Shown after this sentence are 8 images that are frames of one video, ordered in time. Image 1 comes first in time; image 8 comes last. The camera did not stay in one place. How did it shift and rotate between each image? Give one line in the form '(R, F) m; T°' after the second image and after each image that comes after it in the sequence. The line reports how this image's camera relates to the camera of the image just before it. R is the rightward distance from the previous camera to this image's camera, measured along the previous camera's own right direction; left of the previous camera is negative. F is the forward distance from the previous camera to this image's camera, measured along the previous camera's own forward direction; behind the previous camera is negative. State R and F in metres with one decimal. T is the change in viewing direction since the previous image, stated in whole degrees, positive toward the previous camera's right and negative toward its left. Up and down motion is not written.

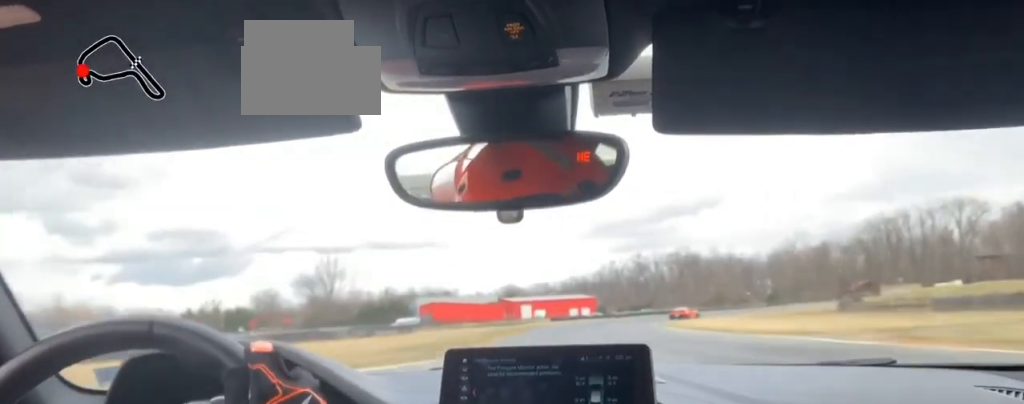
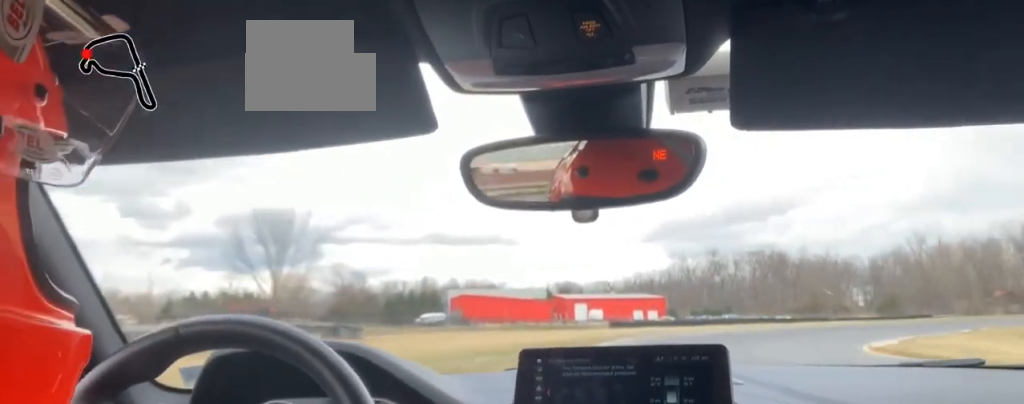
(-2.2, +46.5) m; -2°
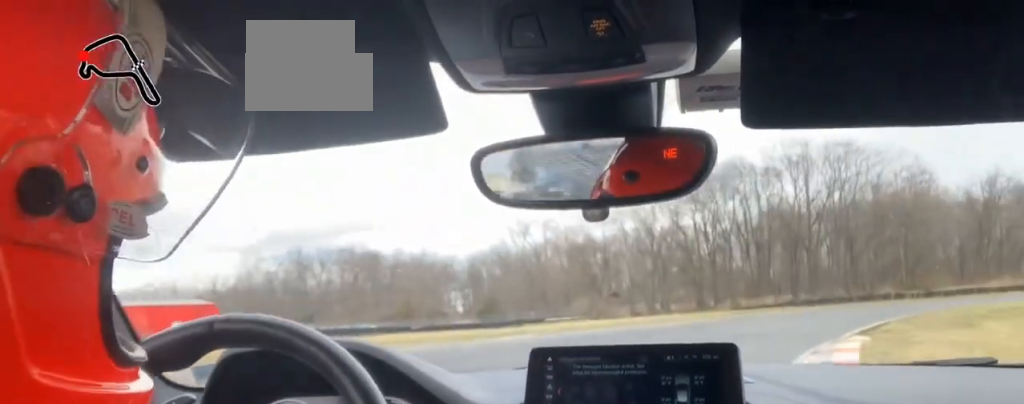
(+3.5, +49.8) m; +19°
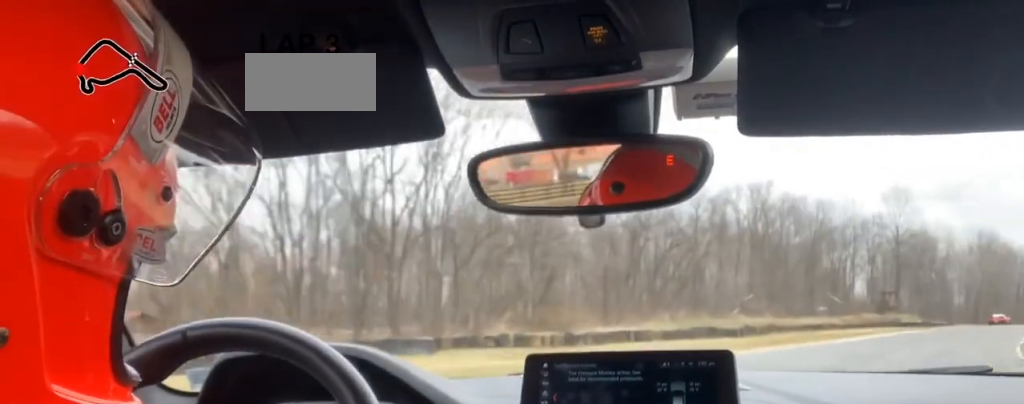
(+10.5, +48.7) m; +21°
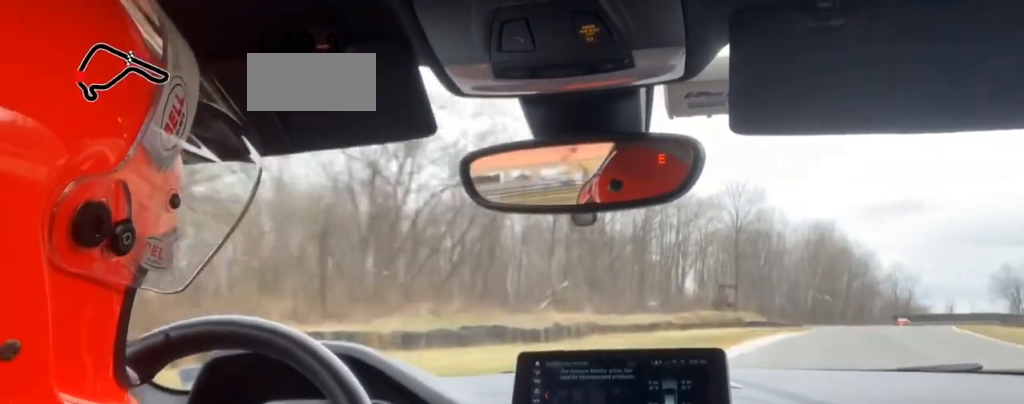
(+2.7, +30.7) m; +12°
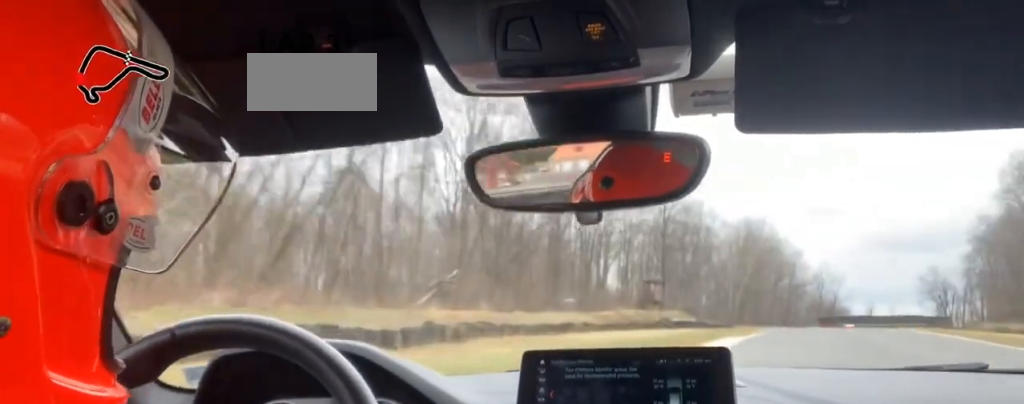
(+3.1, +14.5) m; +3°
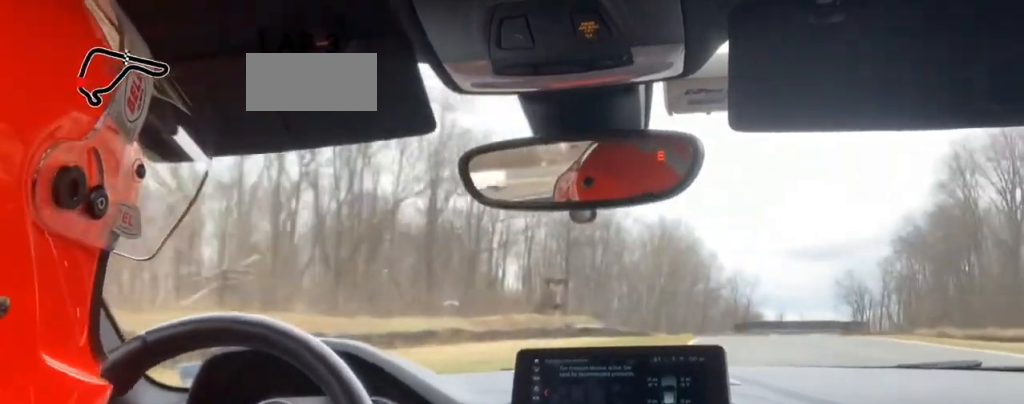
(+1.2, +17.4) m; +2°
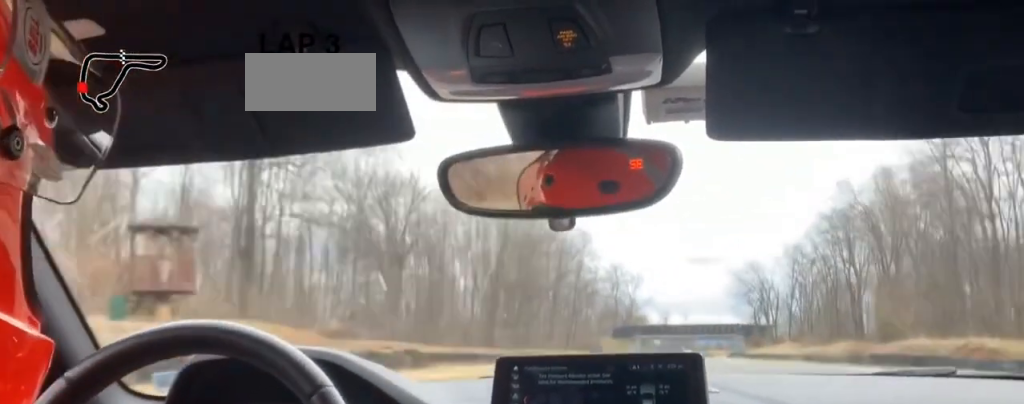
(-0.4, +51.2) m; +4°
